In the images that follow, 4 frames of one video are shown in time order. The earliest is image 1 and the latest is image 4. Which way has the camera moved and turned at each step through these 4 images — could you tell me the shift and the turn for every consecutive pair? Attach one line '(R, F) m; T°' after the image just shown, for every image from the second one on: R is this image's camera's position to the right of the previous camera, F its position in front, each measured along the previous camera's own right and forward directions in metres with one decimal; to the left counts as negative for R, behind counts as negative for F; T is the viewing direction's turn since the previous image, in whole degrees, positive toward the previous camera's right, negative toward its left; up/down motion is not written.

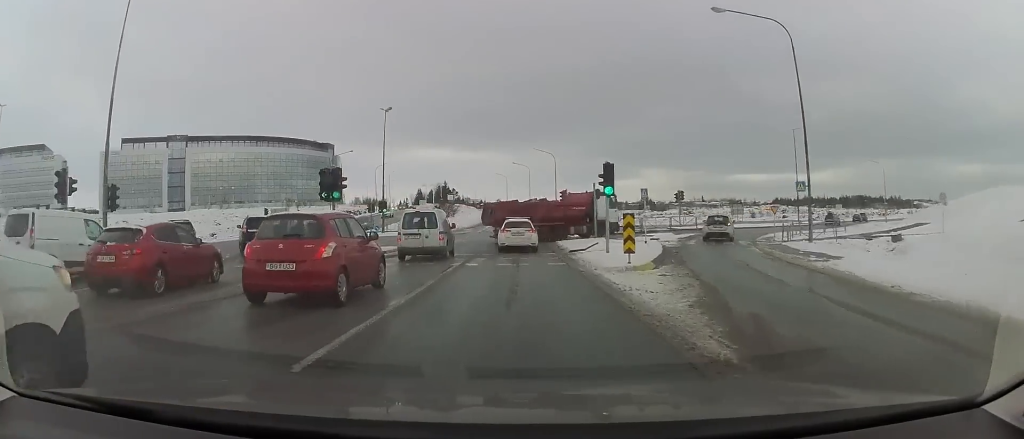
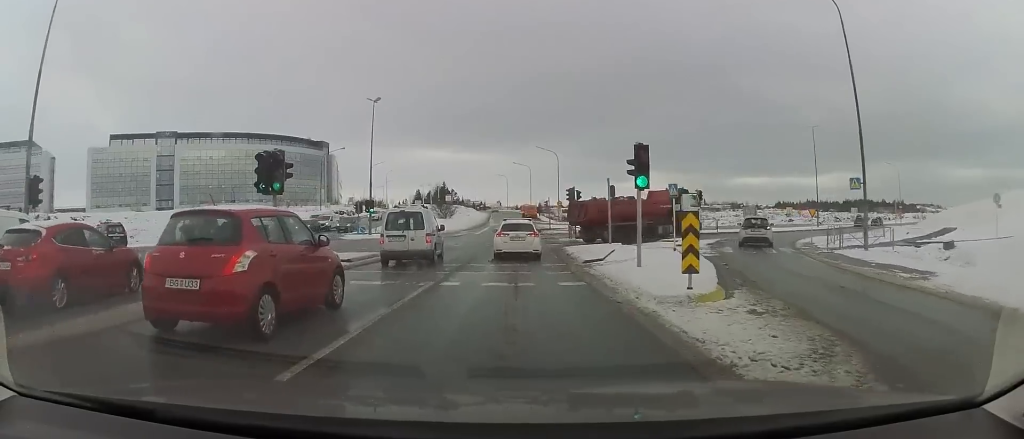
(0.0, +4.6) m; -1°
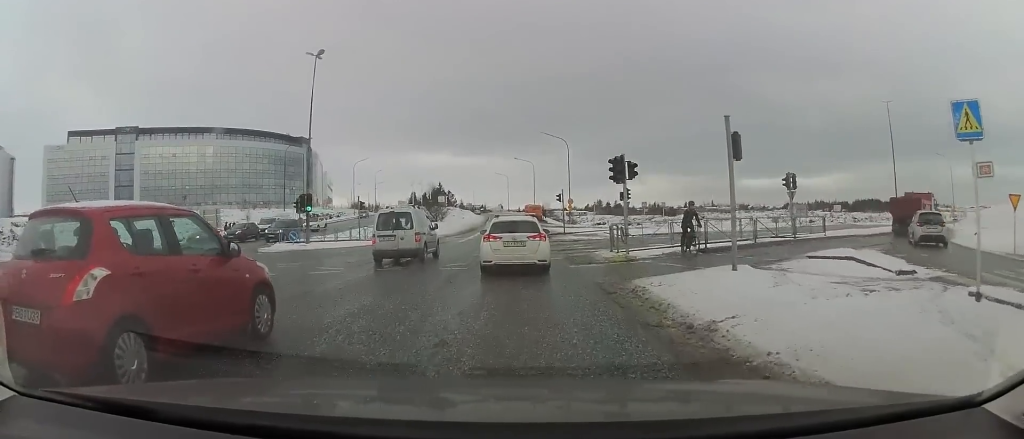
(-0.8, +15.7) m; -4°
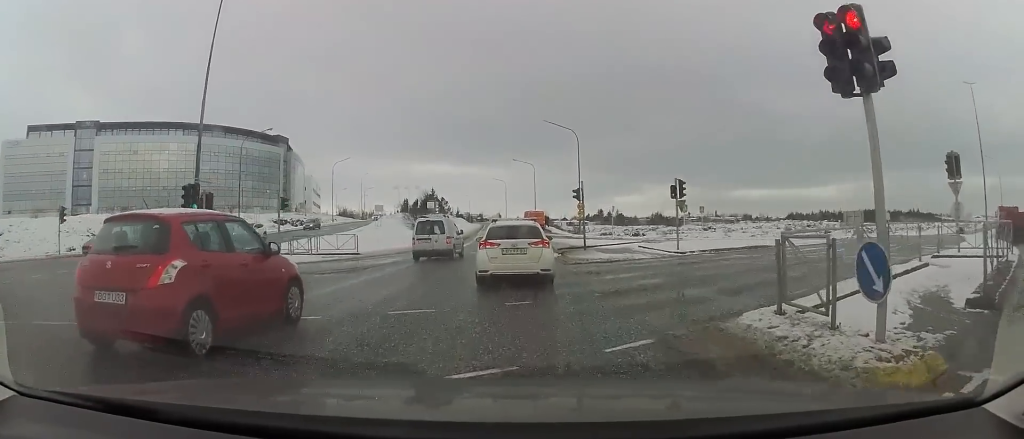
(+0.4, +13.0) m; +3°
